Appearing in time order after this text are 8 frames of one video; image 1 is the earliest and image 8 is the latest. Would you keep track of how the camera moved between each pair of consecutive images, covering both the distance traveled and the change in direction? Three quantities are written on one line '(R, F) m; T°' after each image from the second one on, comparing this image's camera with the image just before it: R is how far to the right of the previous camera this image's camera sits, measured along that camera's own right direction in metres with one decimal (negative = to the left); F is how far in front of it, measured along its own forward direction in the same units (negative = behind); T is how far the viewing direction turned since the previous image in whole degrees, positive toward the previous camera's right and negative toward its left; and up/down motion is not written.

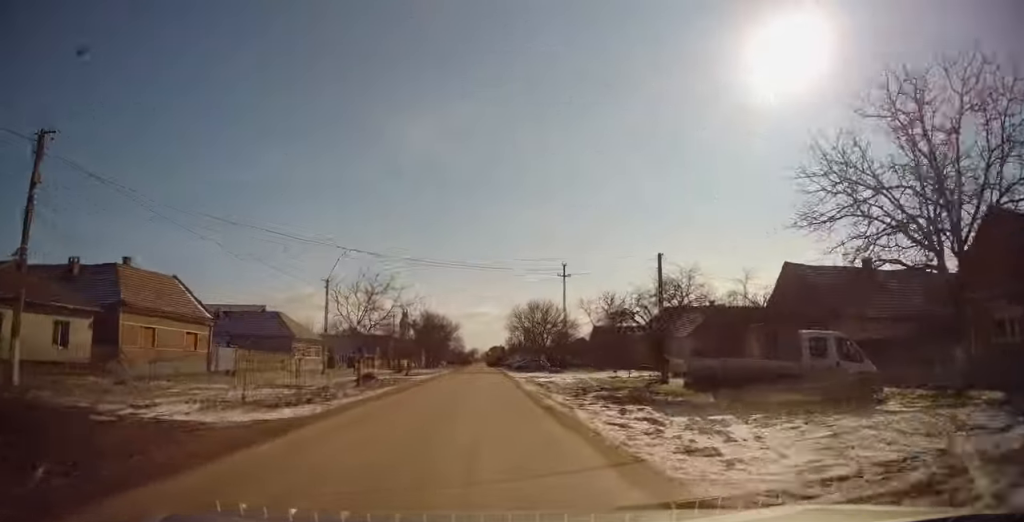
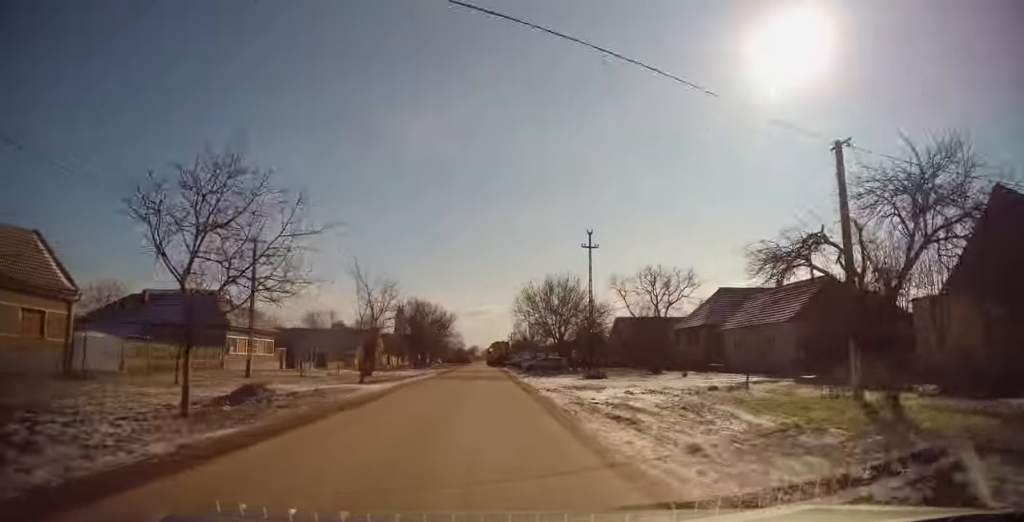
(-0.2, +16.1) m; -1°
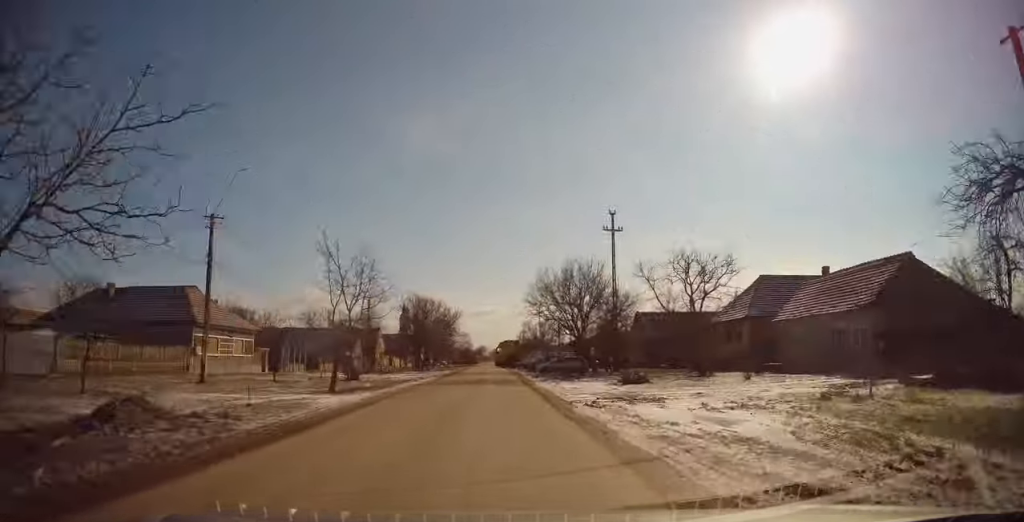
(+0.1, +6.7) m; 0°
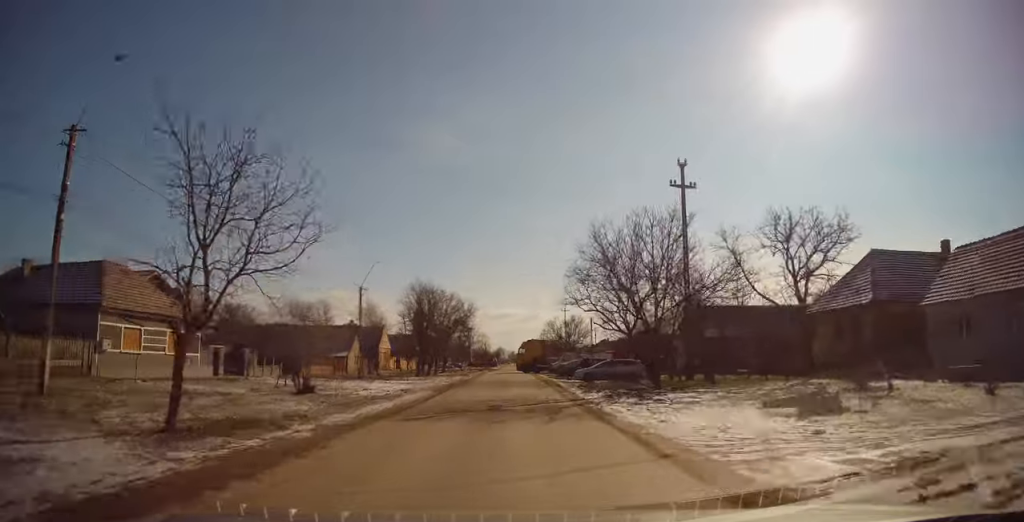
(-0.3, +12.8) m; 0°
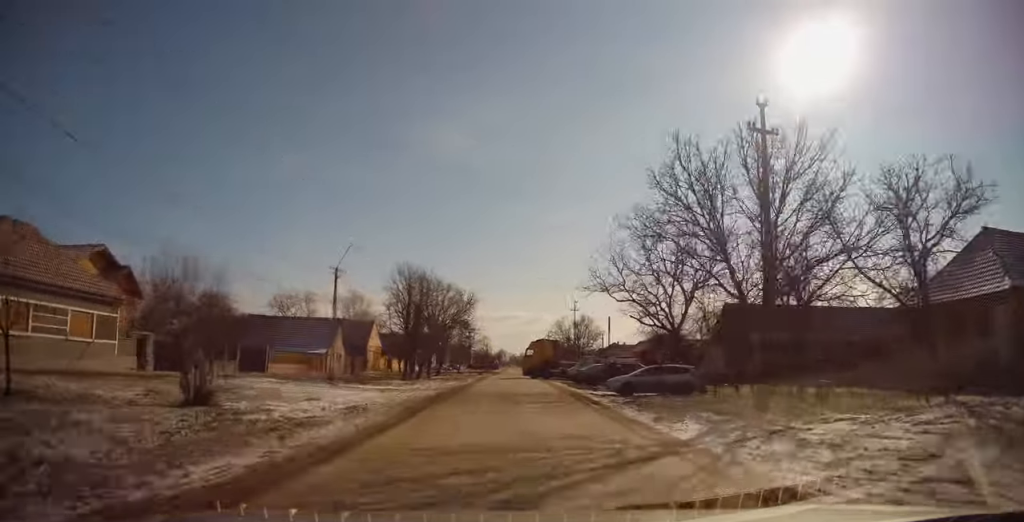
(+0.2, +9.4) m; 0°
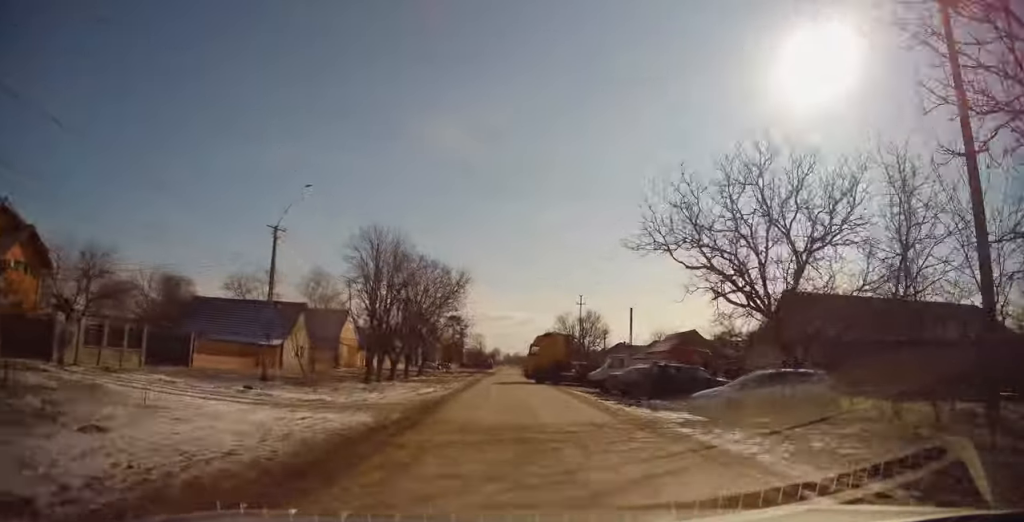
(0.0, +11.5) m; 0°
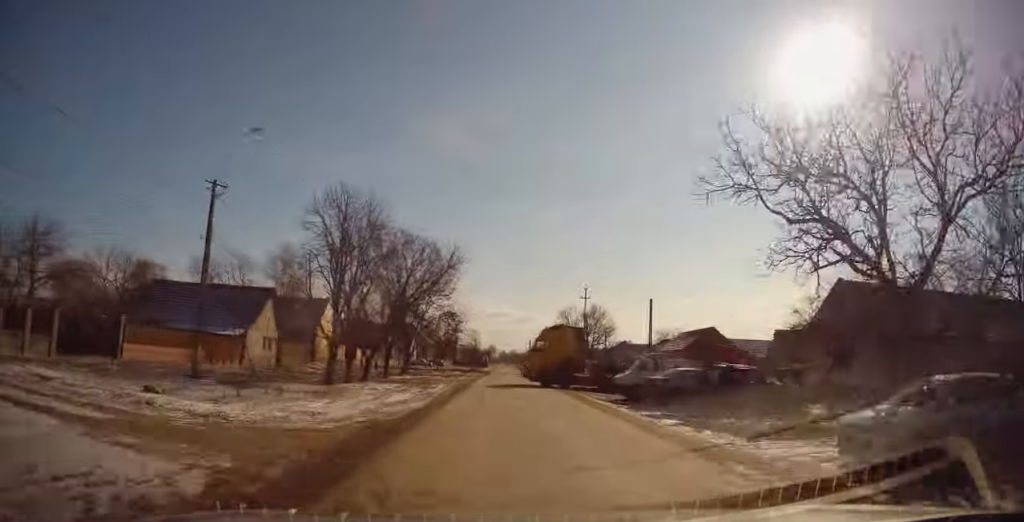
(-0.1, +7.0) m; -1°
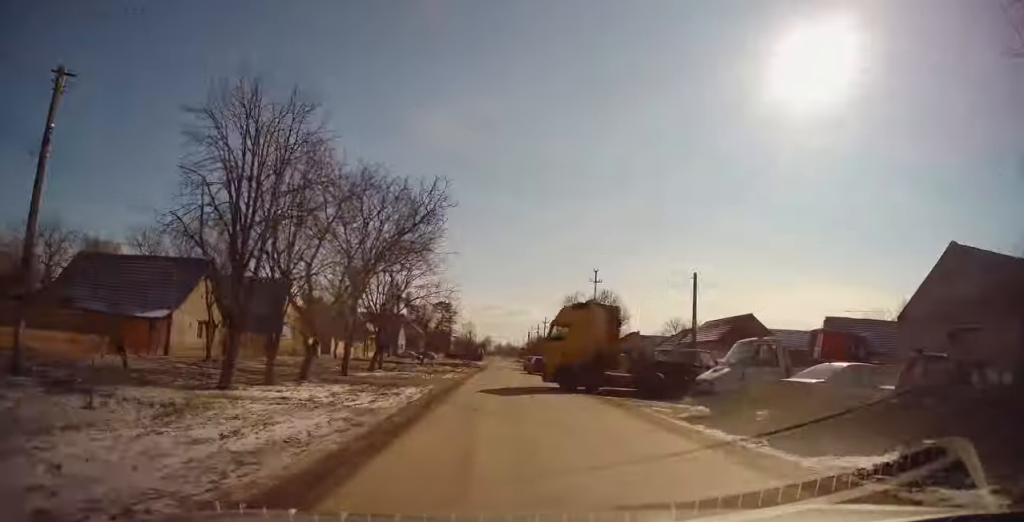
(0.0, +10.0) m; 0°
